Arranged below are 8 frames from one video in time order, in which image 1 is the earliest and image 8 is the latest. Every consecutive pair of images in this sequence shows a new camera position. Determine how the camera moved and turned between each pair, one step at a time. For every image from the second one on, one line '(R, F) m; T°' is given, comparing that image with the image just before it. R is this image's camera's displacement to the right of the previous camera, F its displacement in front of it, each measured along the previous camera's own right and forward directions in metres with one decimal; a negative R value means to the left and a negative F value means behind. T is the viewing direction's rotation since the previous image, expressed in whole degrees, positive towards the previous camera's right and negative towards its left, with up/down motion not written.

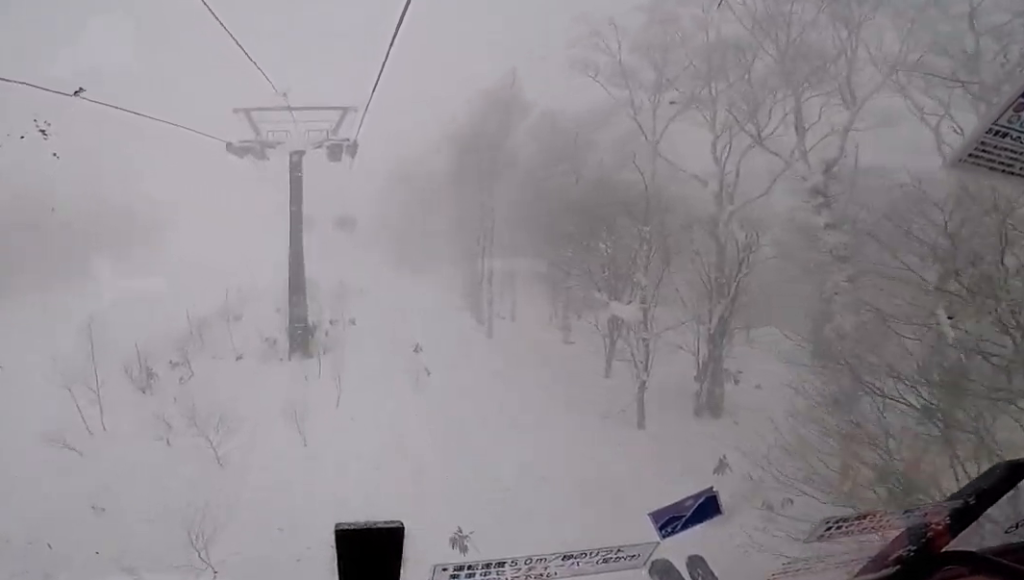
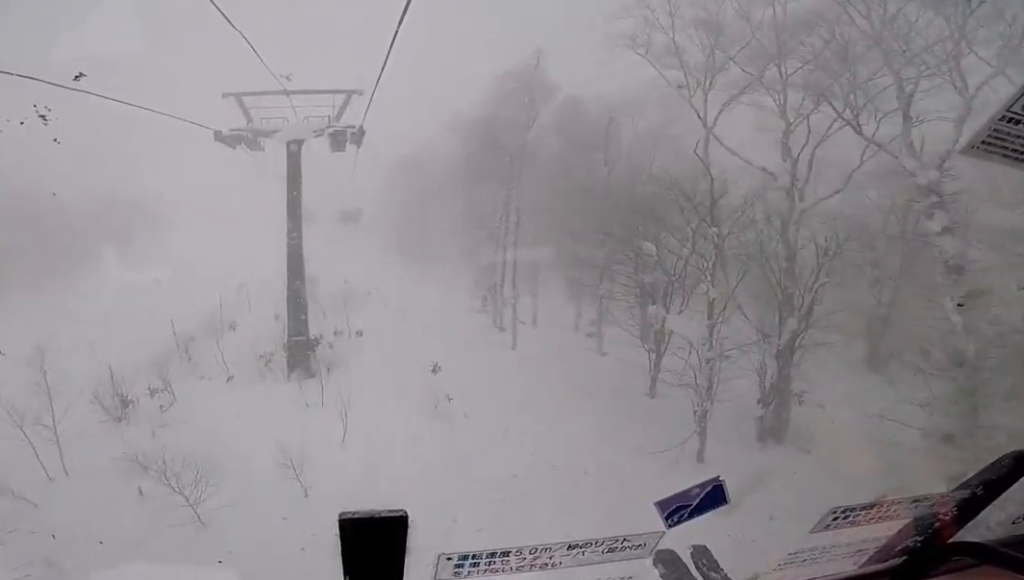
(-0.3, +2.4) m; -4°
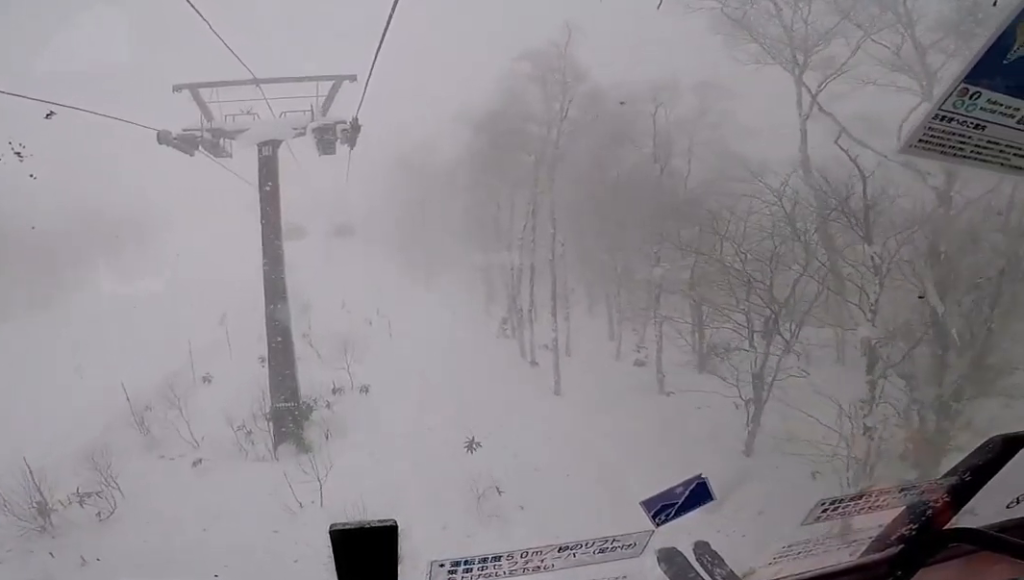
(0.0, +4.2) m; +6°
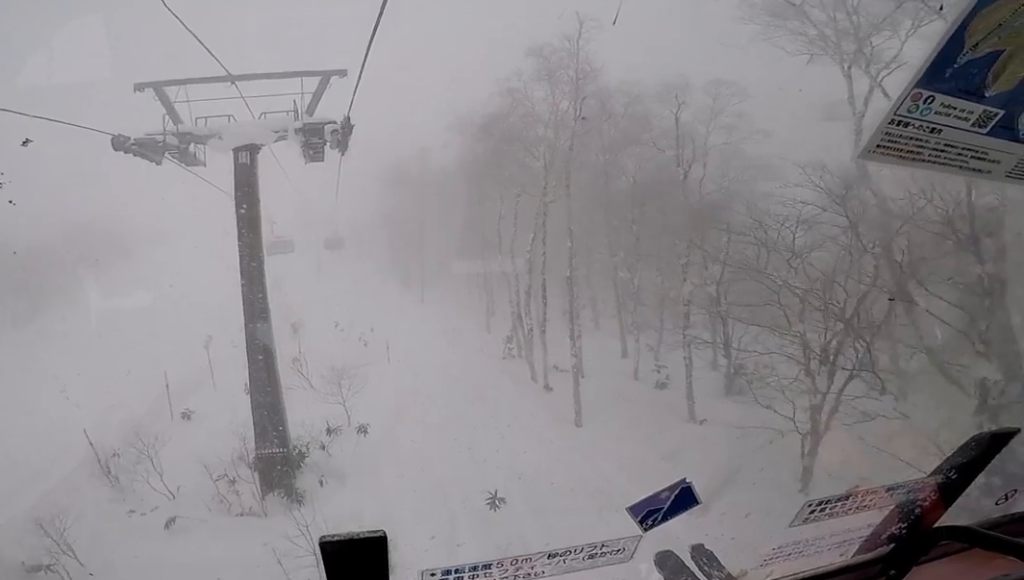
(+0.1, +1.9) m; +2°
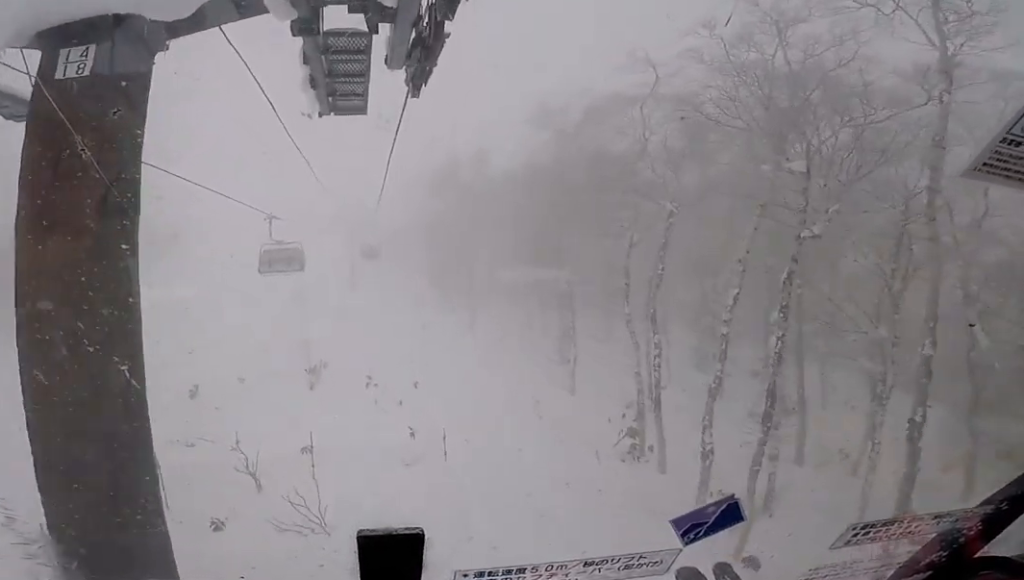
(-0.1, +9.3) m; -4°
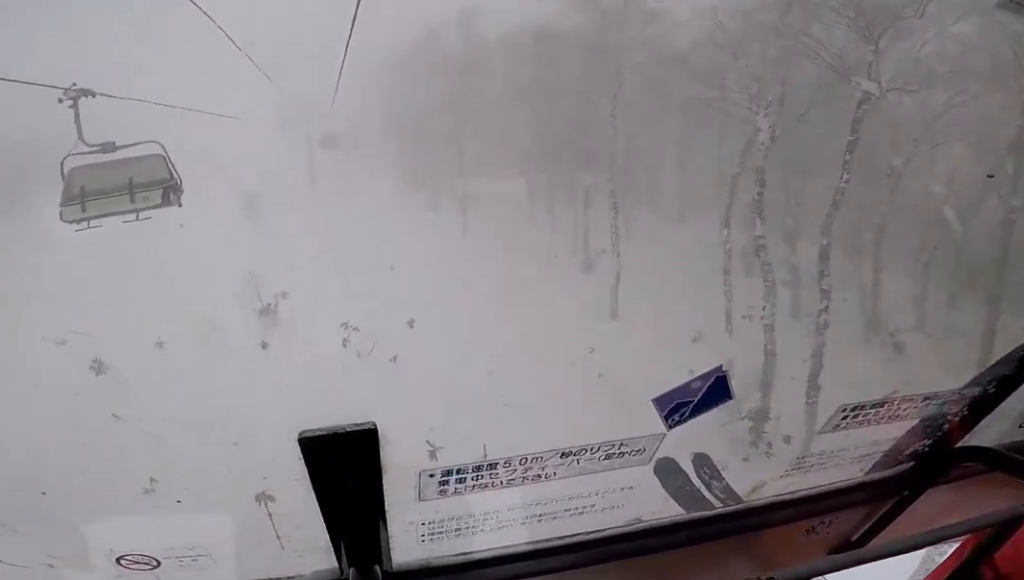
(-1.1, +7.4) m; -16°
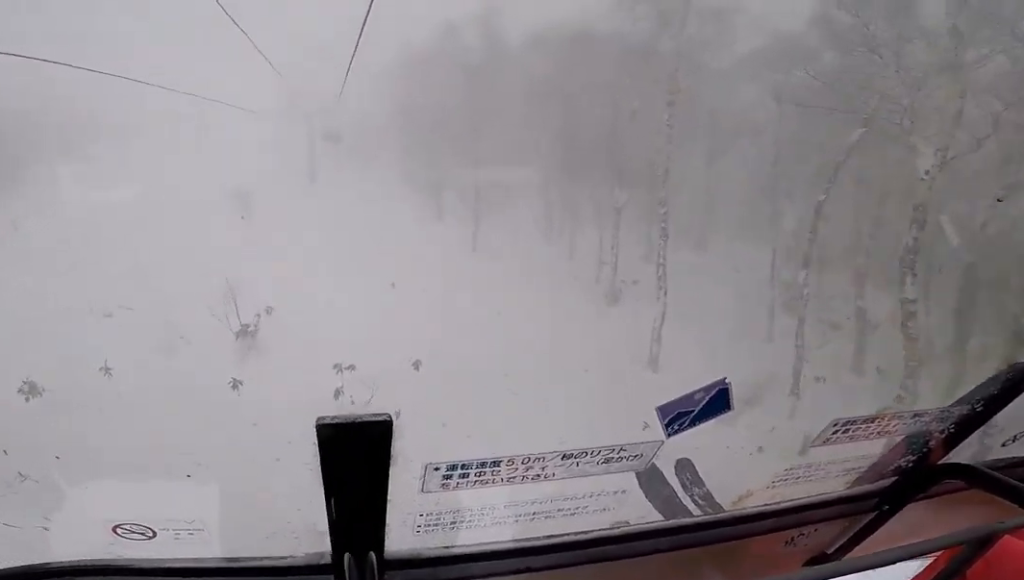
(+0.1, +3.5) m; +8°
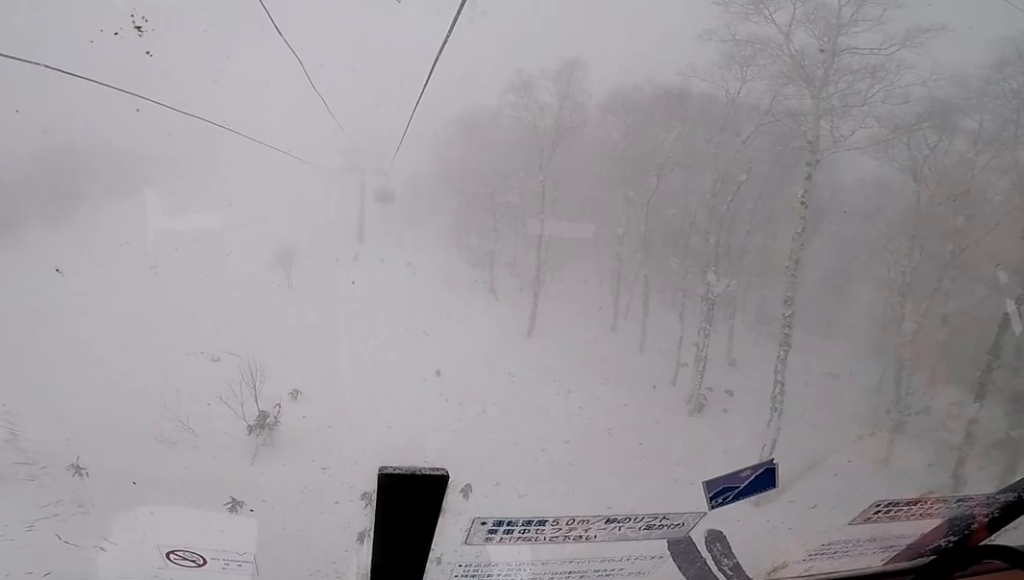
(+0.2, +3.1) m; +9°
